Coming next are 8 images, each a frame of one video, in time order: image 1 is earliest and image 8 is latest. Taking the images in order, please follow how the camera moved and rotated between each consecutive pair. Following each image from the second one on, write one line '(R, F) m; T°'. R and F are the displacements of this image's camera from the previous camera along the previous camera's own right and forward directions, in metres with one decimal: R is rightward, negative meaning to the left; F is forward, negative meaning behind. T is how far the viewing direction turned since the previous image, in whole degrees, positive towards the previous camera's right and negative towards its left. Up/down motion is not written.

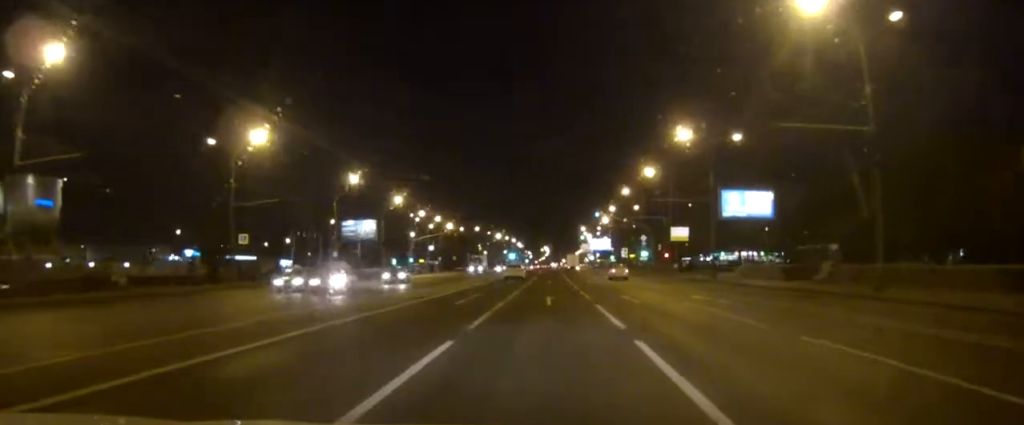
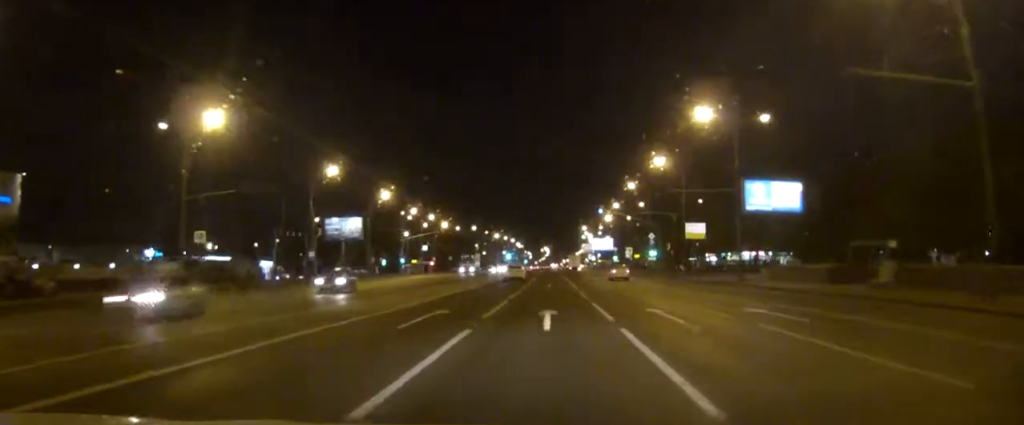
(0.0, +9.3) m; 0°
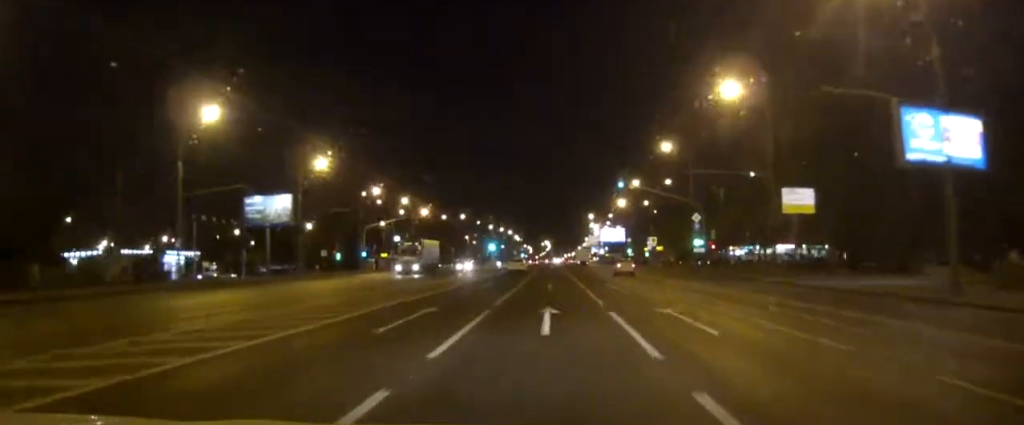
(+0.1, +31.7) m; 0°
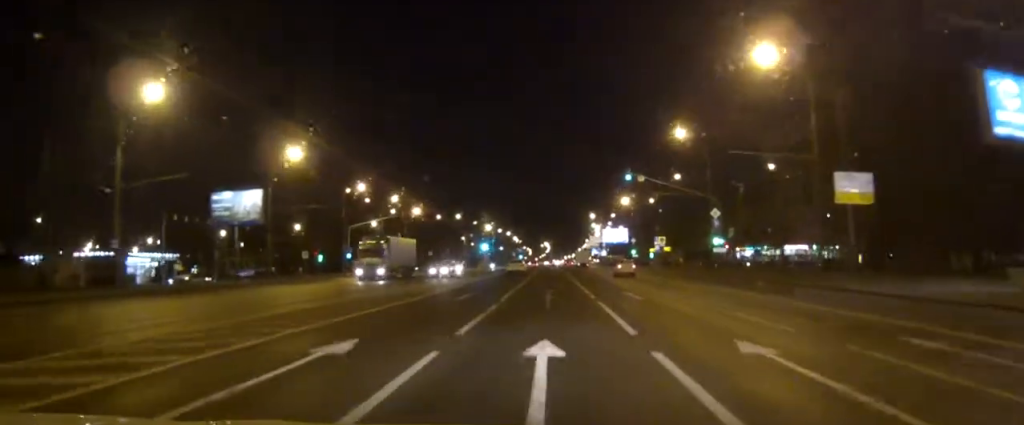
(0.0, +8.7) m; 0°
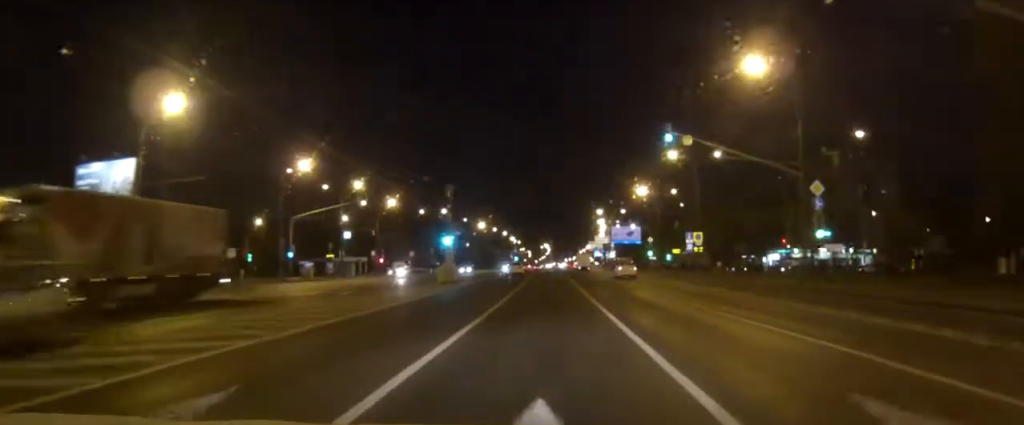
(-0.1, +25.4) m; 0°
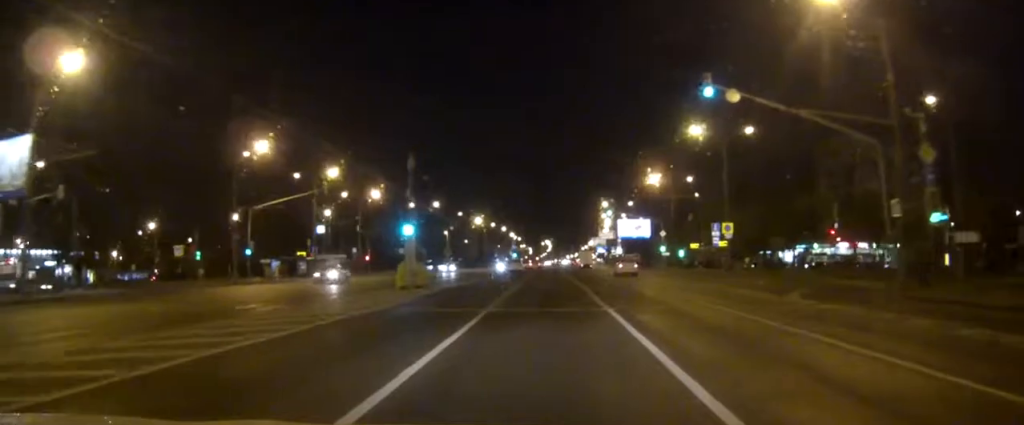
(0.0, +12.9) m; 0°
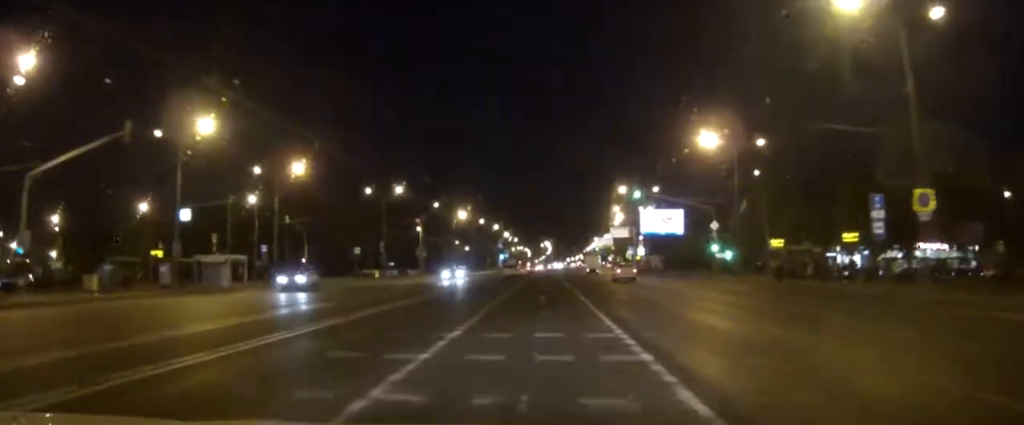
(-0.2, +36.2) m; 0°
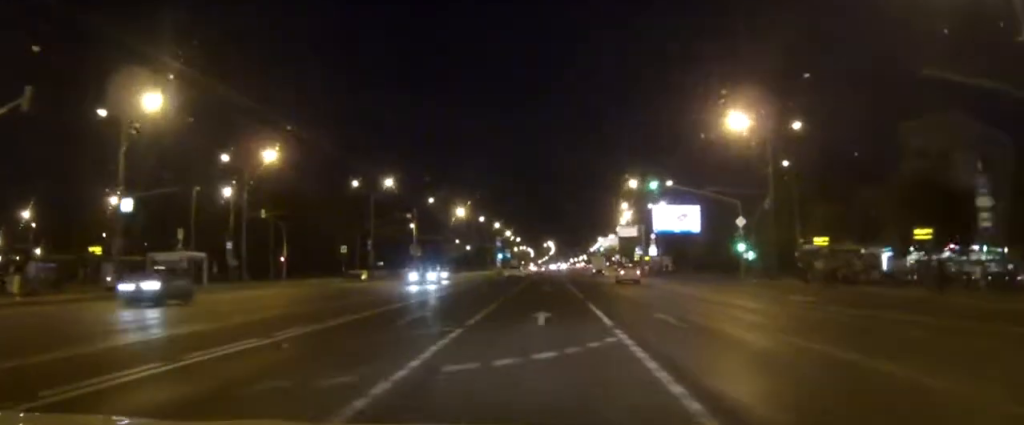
(0.0, +9.6) m; 0°
